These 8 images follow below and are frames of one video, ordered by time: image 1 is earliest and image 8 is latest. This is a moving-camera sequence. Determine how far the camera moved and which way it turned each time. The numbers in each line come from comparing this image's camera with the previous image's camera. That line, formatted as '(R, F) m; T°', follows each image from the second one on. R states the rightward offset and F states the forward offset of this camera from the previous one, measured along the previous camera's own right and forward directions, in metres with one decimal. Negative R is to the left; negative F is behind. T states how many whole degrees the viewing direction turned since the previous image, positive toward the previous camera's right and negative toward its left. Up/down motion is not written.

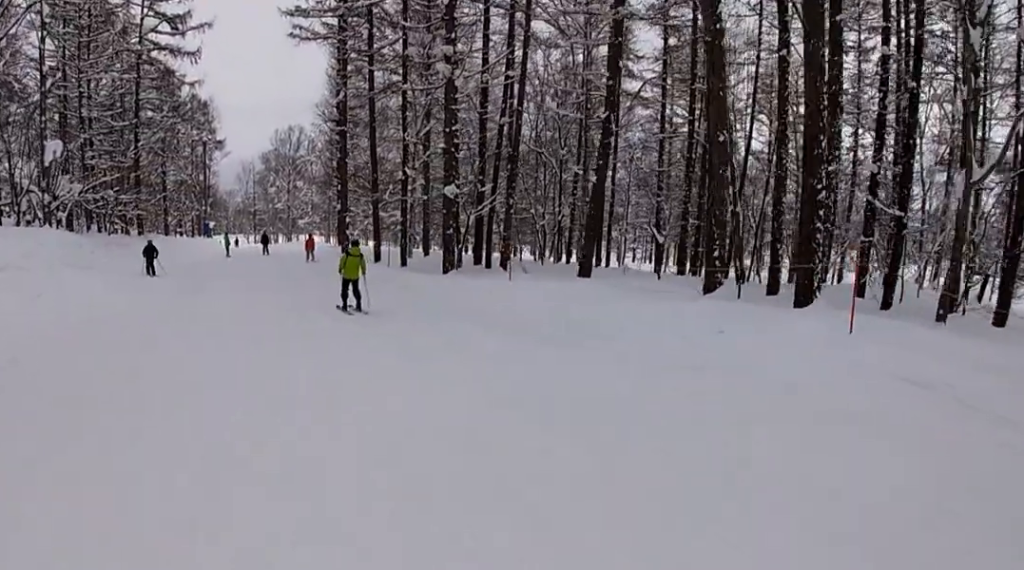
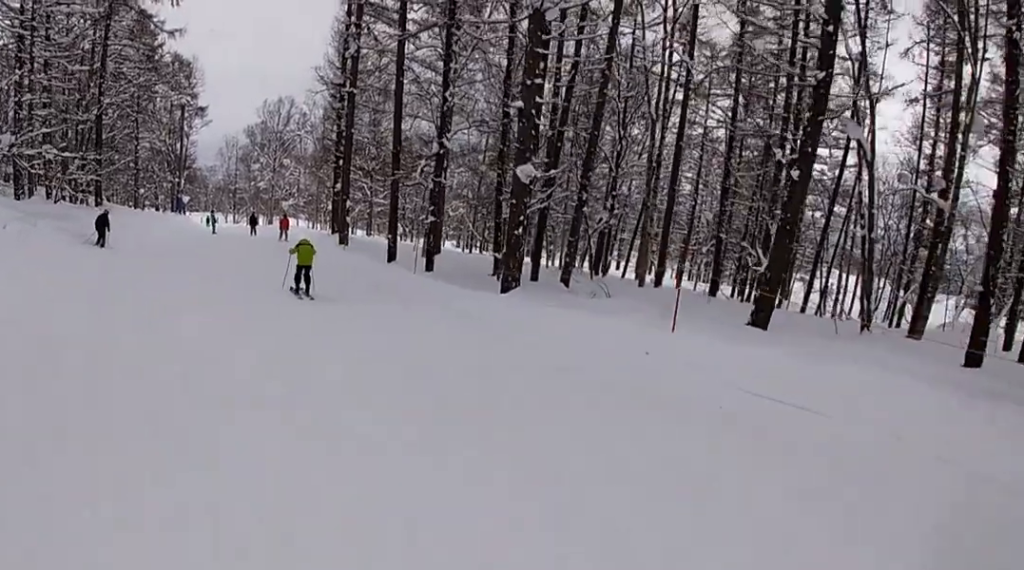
(0.0, +8.0) m; 0°
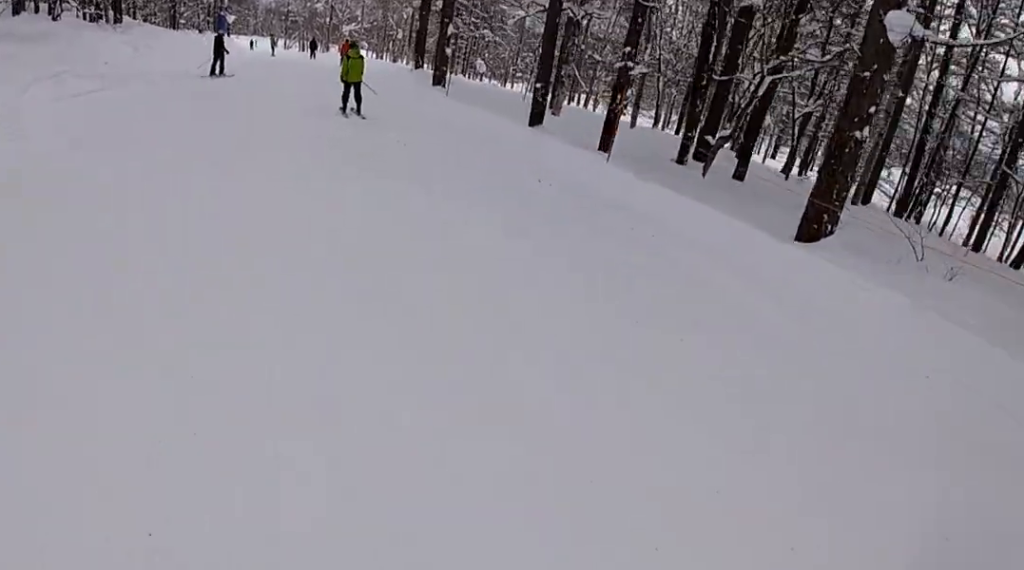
(0.0, +8.2) m; 0°
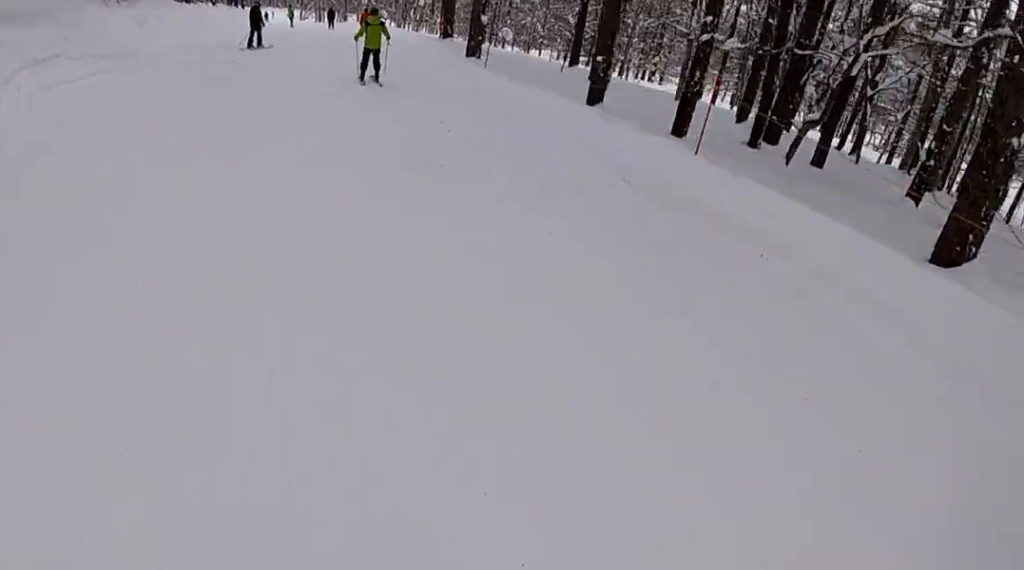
(0.0, +2.0) m; 0°
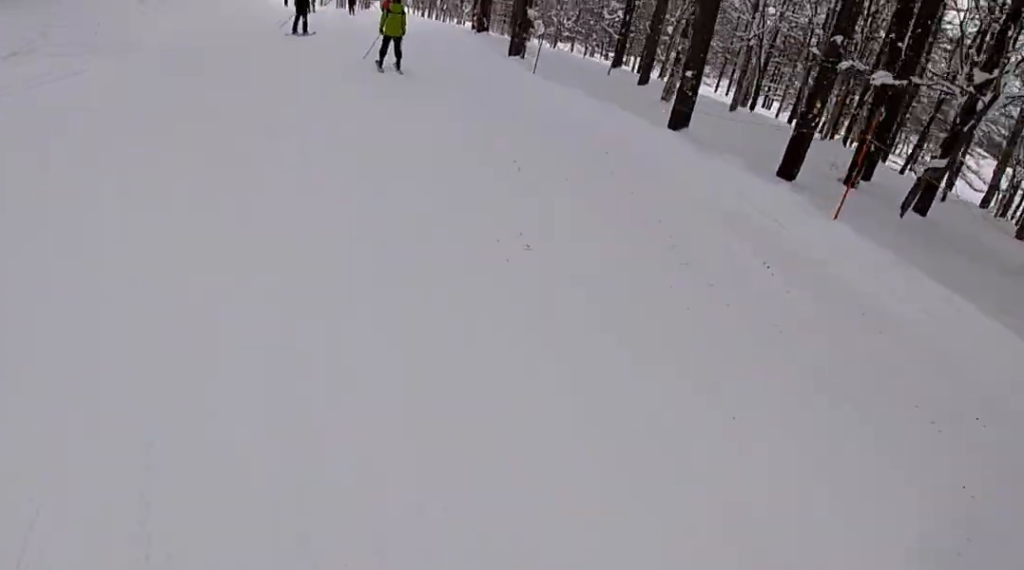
(0.0, +2.7) m; +2°
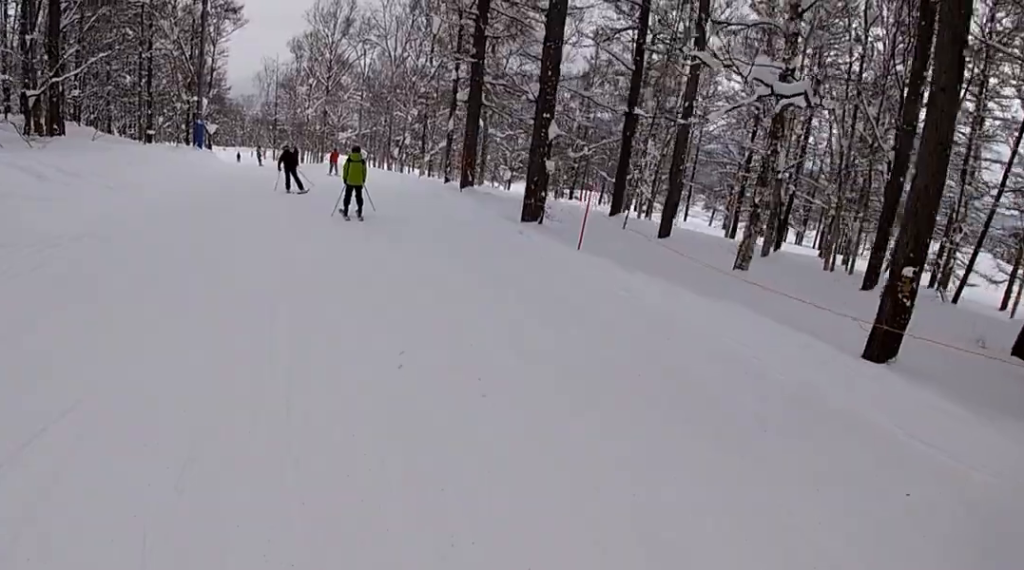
(+0.3, +6.1) m; +12°
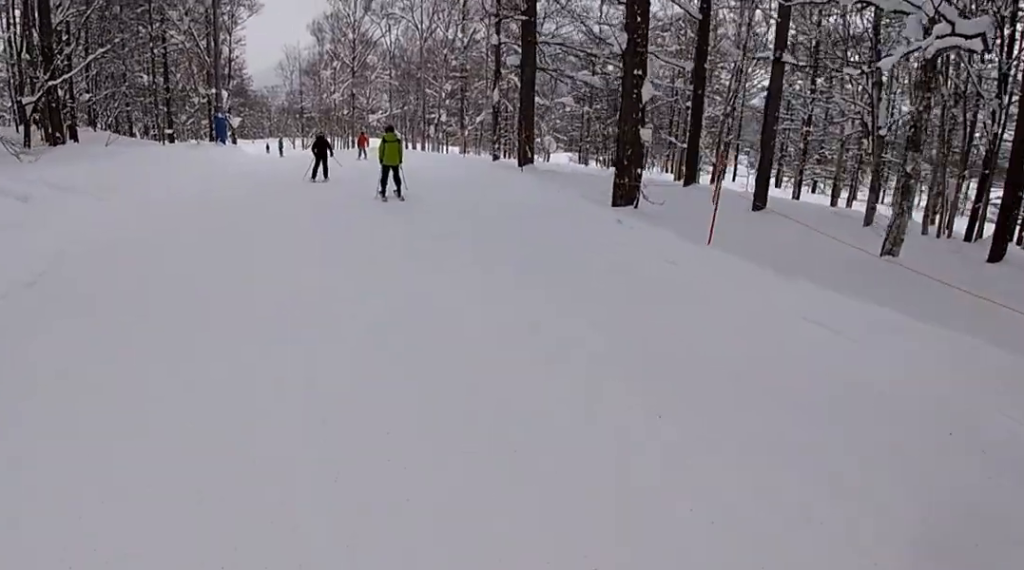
(+0.3, +3.1) m; -5°
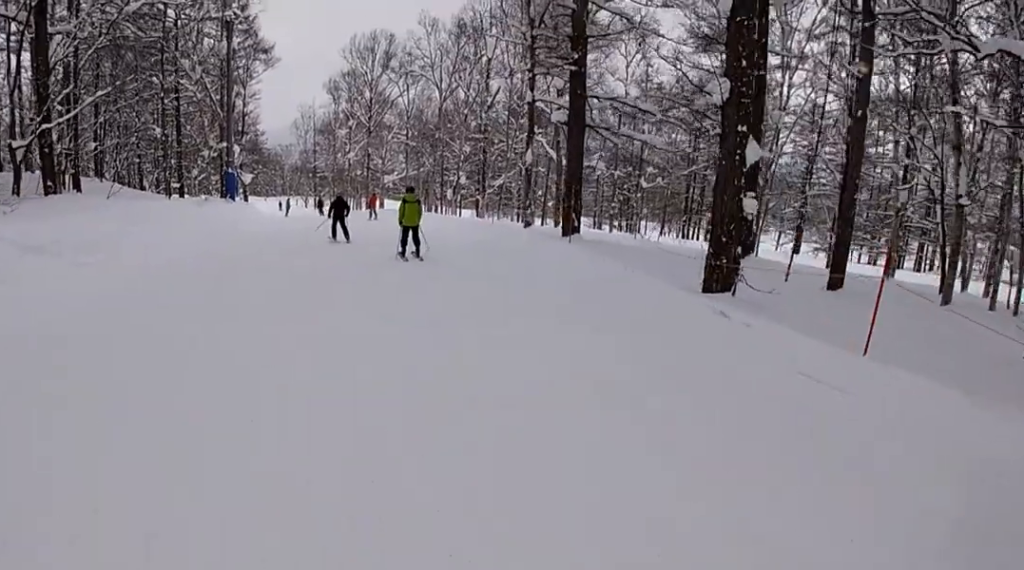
(+0.8, +2.9) m; -9°
